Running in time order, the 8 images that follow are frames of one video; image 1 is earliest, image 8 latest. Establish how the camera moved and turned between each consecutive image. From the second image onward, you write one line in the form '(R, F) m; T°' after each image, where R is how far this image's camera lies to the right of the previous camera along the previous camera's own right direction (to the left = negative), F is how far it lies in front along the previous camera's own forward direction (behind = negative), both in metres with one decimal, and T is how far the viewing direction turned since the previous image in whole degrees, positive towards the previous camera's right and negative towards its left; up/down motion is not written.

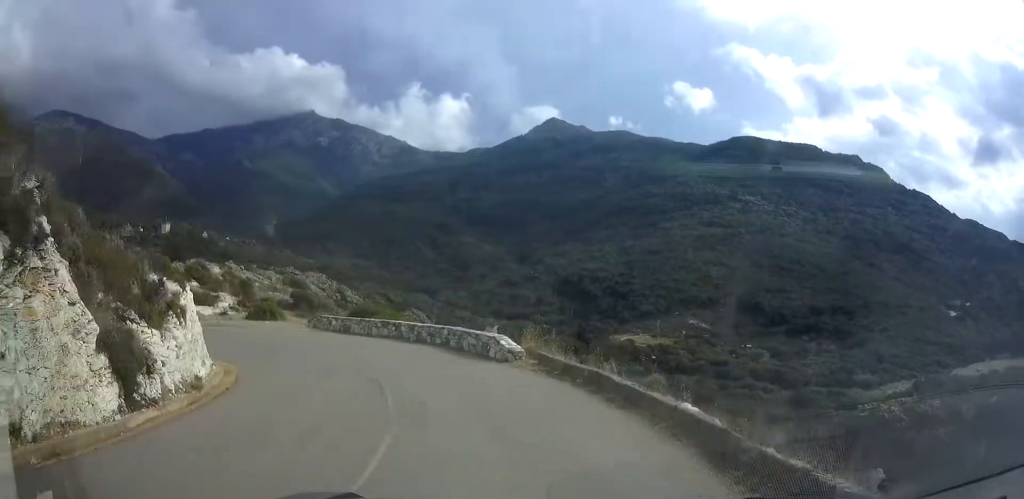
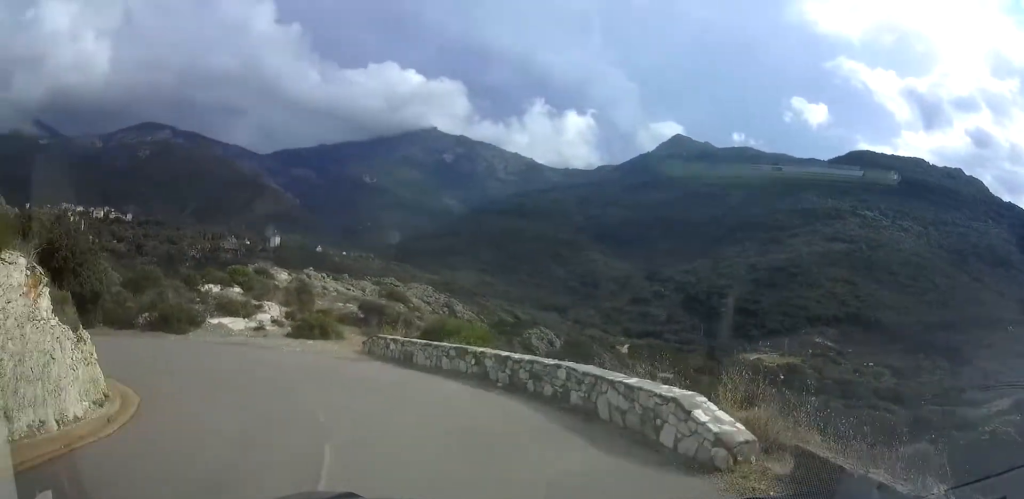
(-0.7, +9.7) m; -15°
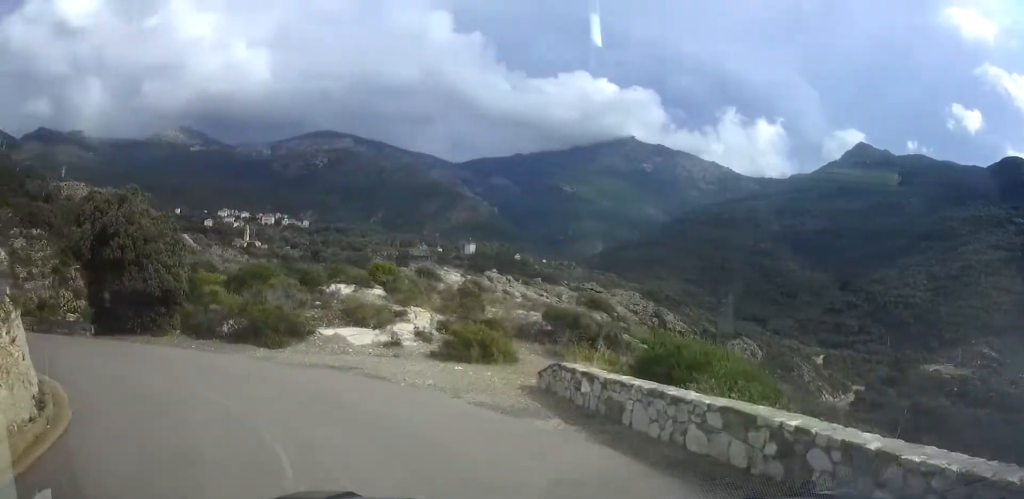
(-1.5, +7.7) m; -19°
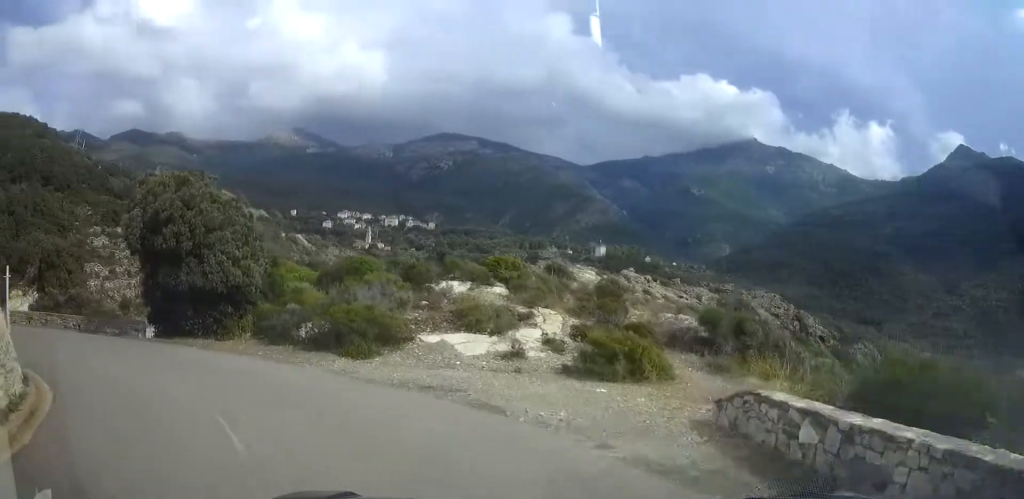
(-0.6, +3.8) m; -9°
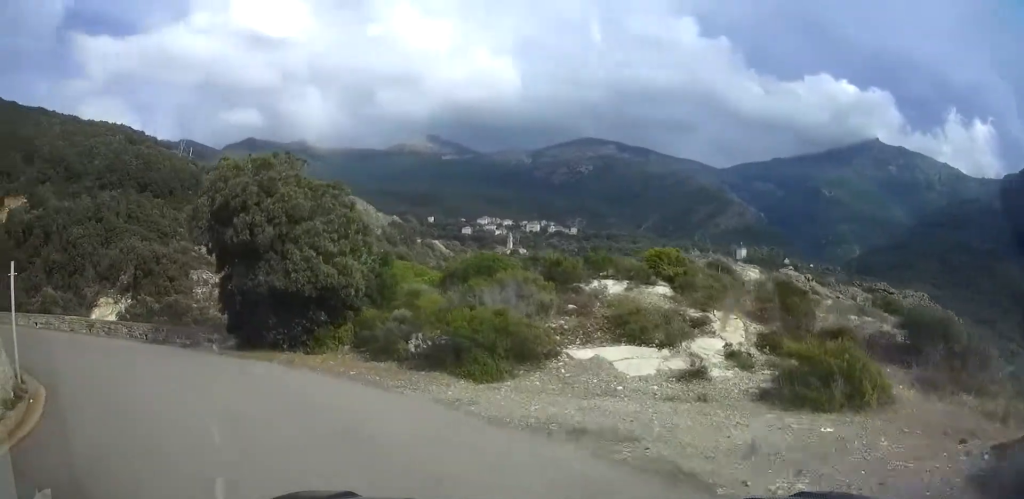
(-0.1, +3.8) m; -9°
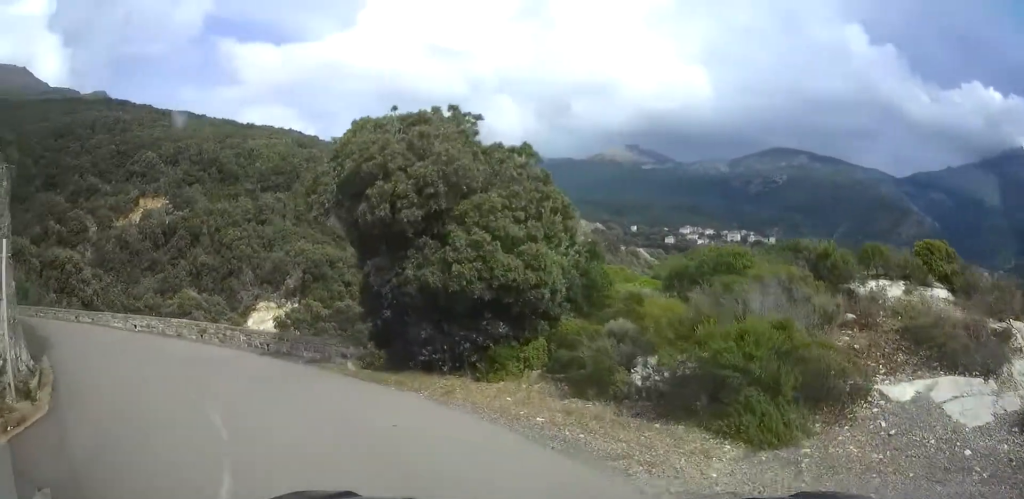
(-0.6, +4.7) m; -15°
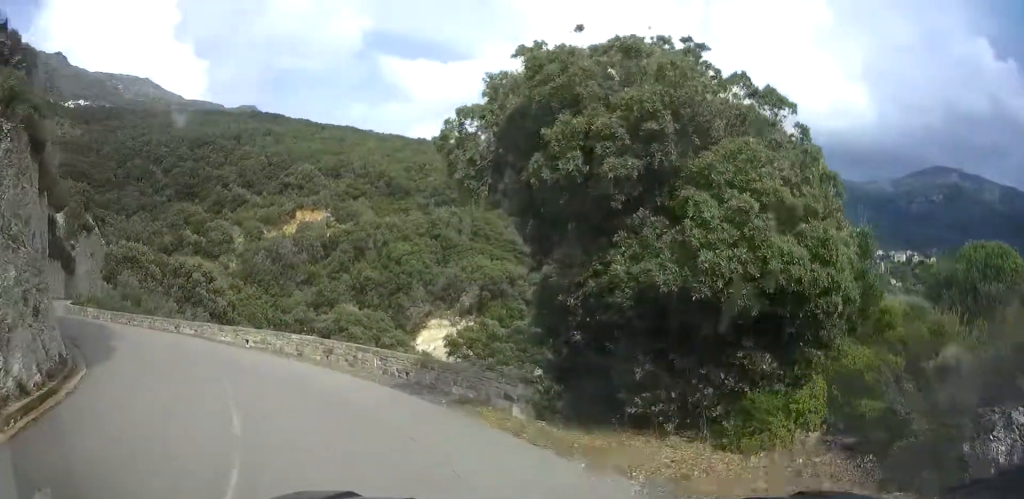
(-0.6, +4.5) m; -15°
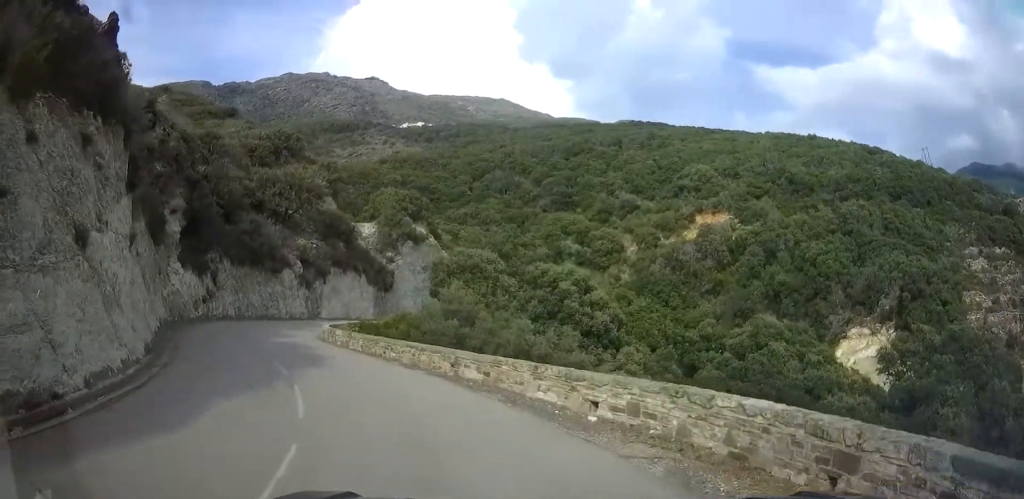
(-4.6, +12.7) m; -39°
